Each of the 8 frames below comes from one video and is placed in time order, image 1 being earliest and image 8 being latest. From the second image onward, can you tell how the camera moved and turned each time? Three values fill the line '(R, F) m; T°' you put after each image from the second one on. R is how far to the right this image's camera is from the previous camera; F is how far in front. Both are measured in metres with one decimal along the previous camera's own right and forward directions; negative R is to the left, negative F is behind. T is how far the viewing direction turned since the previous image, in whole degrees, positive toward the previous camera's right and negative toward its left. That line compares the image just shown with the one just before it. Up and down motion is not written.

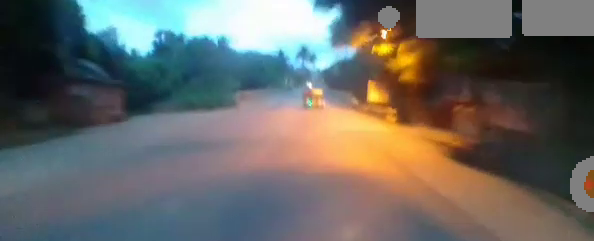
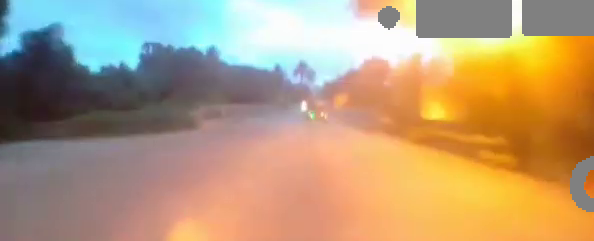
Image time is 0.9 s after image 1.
(+0.5, +10.5) m; +2°
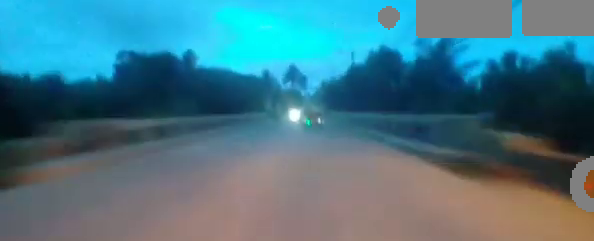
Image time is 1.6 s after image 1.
(-0.1, +8.6) m; +1°
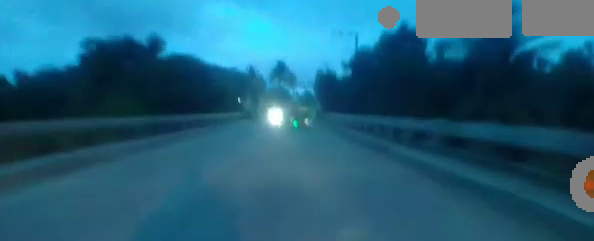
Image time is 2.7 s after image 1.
(+0.3, +11.2) m; -3°
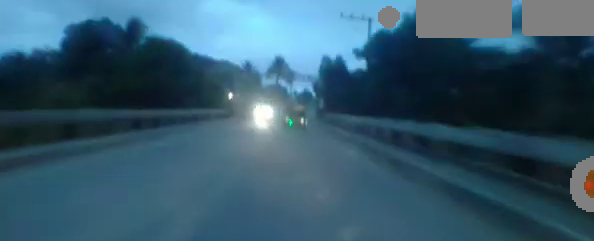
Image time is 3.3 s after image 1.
(-0.4, +6.3) m; 0°
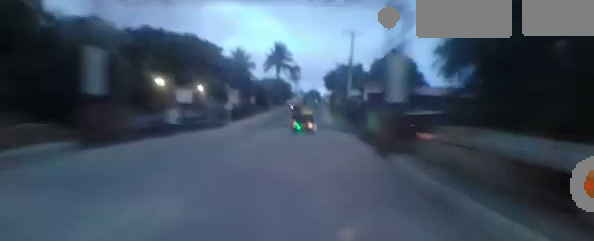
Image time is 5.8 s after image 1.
(+0.6, +26.3) m; +1°
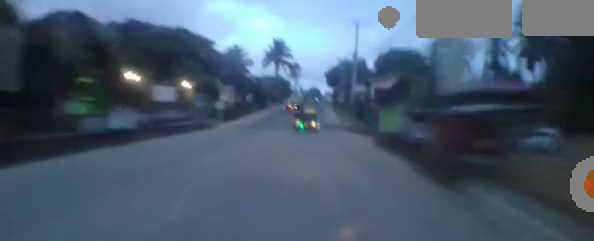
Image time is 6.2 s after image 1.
(0.0, +4.3) m; +1°
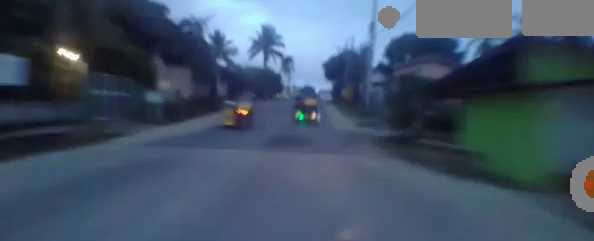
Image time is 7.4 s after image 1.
(+0.4, +12.7) m; +3°
